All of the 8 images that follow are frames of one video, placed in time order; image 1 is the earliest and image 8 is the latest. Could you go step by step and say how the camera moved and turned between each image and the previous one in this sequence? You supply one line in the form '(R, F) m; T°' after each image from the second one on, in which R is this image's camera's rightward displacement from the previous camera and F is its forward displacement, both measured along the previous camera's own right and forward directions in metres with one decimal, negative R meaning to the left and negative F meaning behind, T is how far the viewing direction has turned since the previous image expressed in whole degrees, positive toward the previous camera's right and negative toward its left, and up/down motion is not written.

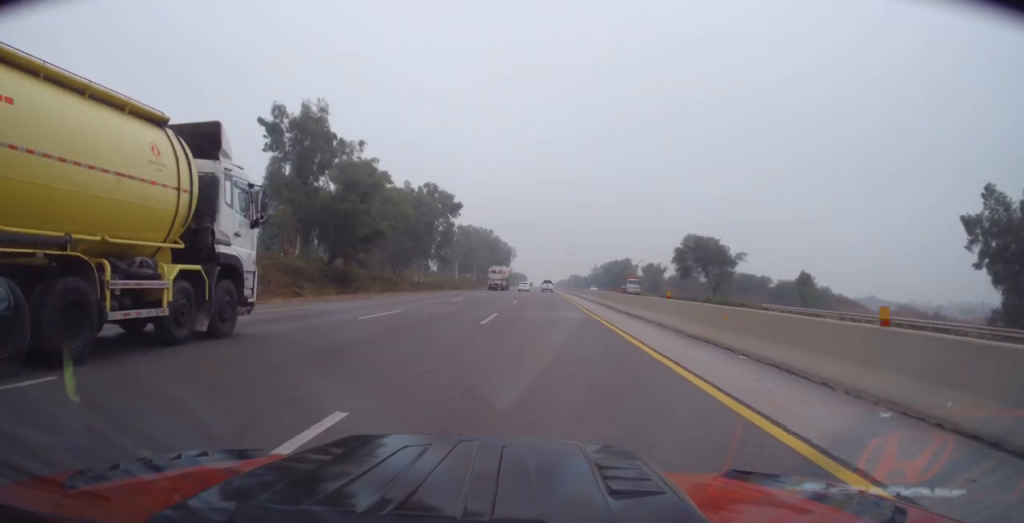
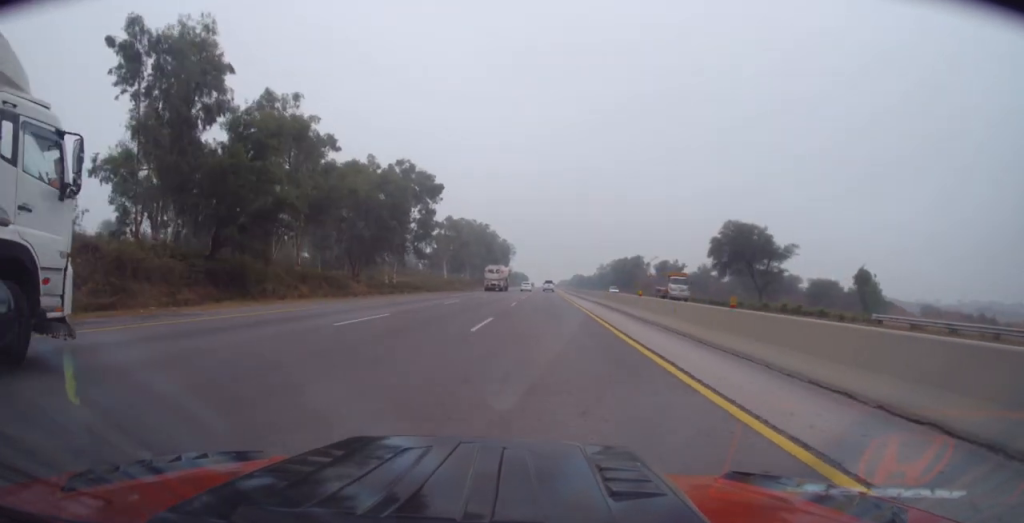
(0.0, +20.2) m; -1°
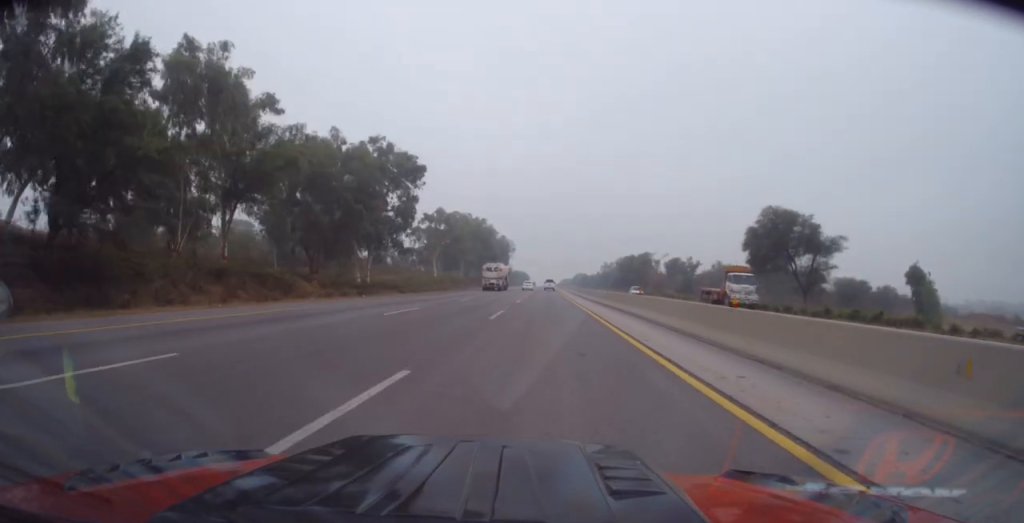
(-0.3, +13.3) m; 0°
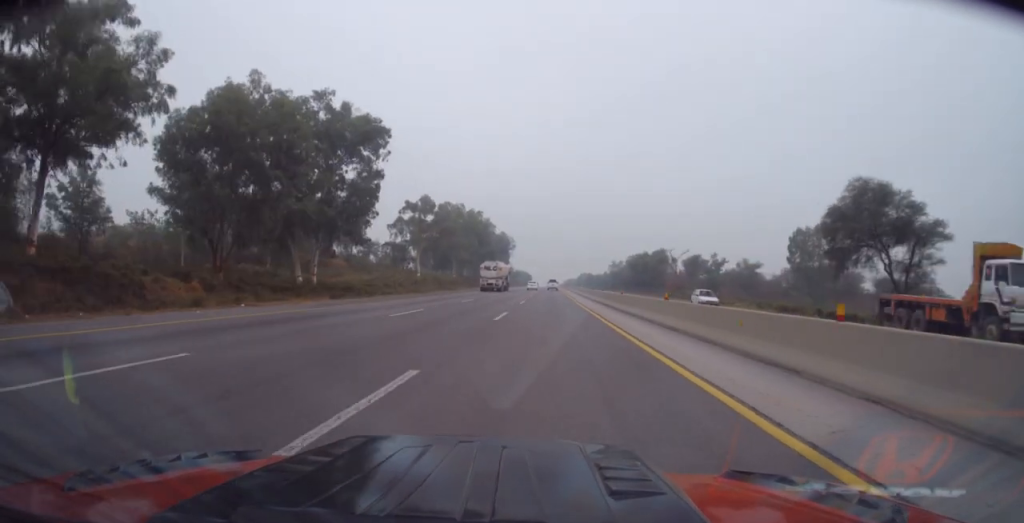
(+0.2, +18.0) m; +1°
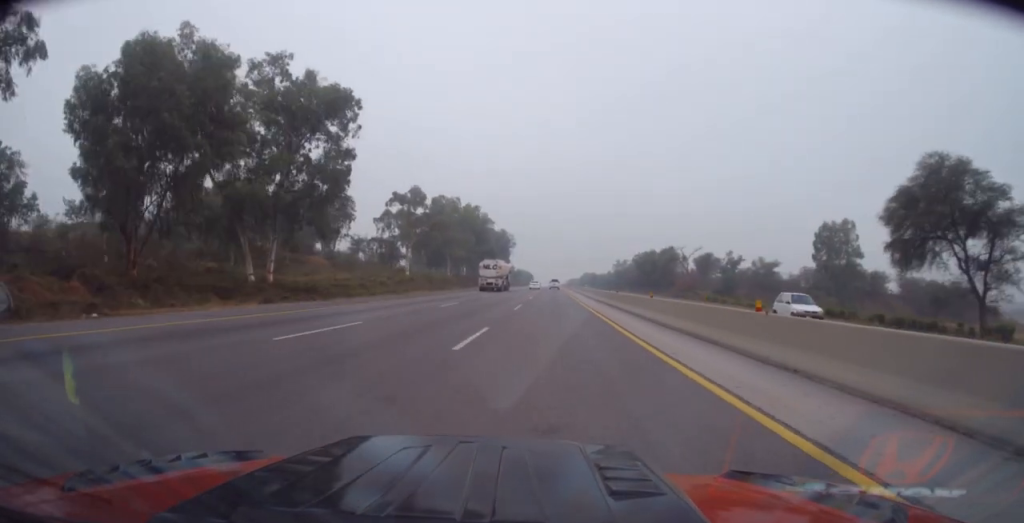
(+0.1, +9.4) m; 0°
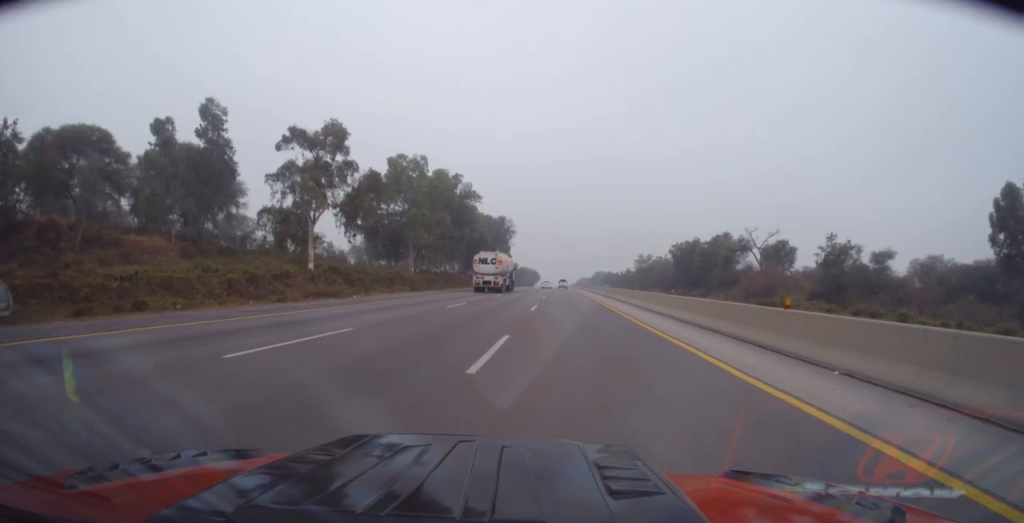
(-0.7, +39.5) m; -3°
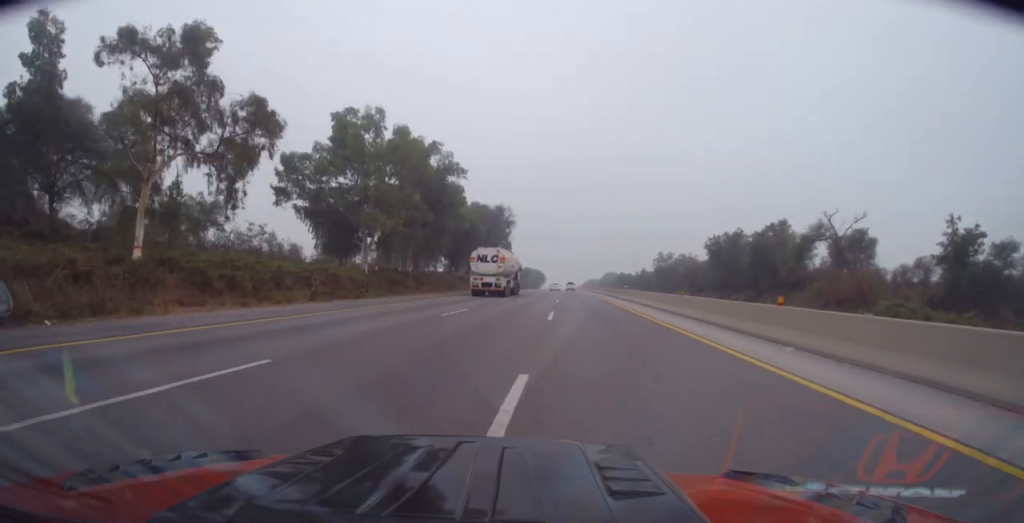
(-0.4, +23.8) m; 0°
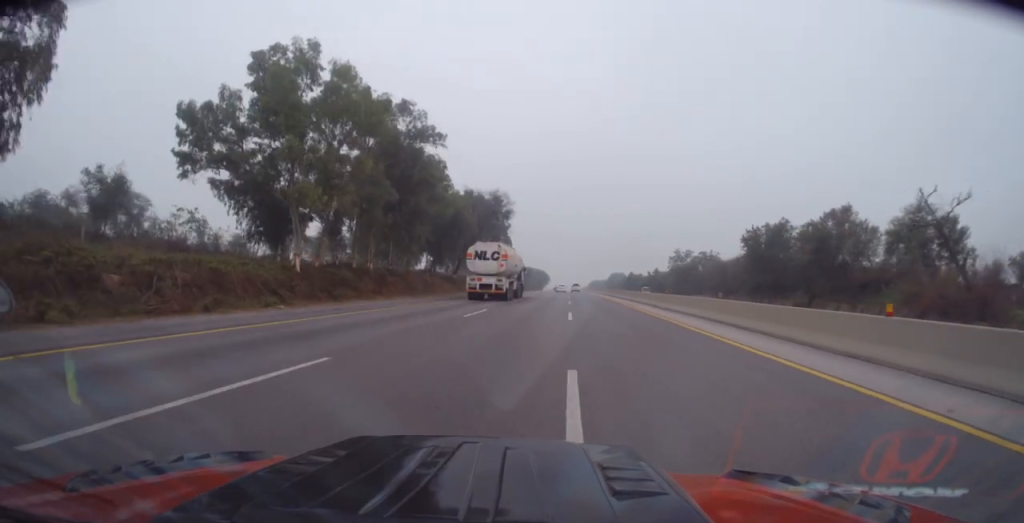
(+0.1, +17.4) m; +1°
